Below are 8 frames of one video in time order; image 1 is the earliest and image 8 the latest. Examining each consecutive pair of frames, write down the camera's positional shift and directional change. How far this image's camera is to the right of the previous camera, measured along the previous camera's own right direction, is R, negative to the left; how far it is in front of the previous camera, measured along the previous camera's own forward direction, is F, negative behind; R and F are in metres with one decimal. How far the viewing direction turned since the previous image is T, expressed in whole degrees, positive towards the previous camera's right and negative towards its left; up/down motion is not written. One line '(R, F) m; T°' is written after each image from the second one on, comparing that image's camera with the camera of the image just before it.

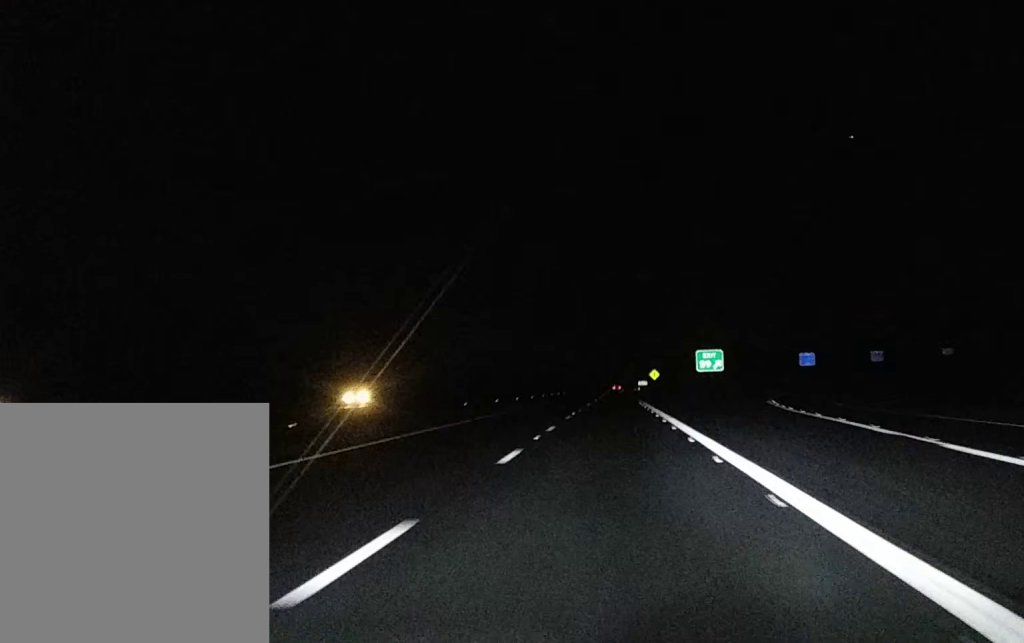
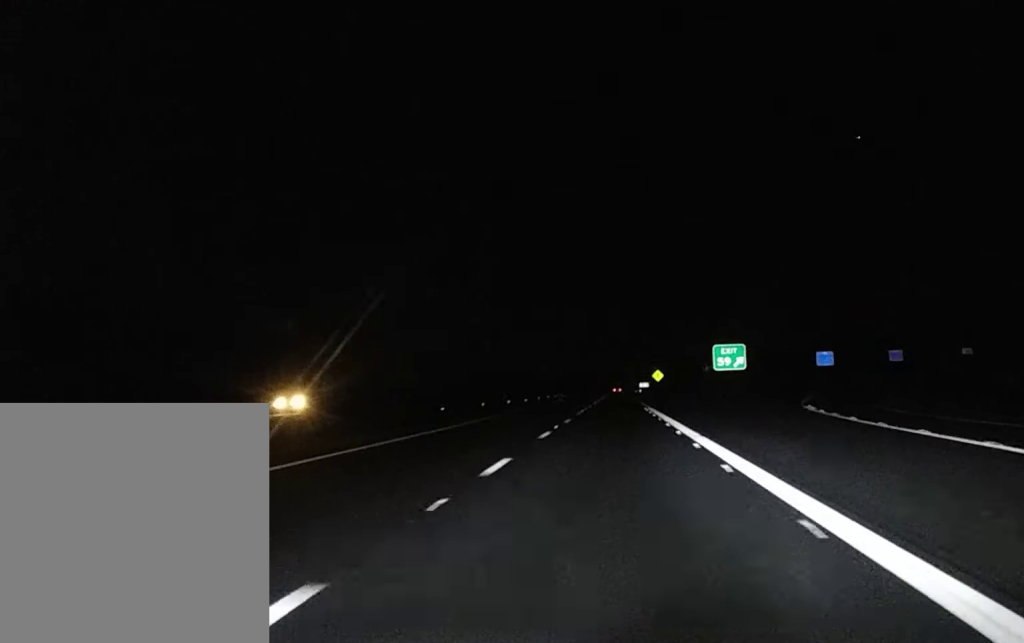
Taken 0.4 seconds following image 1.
(0.0, +14.8) m; 0°
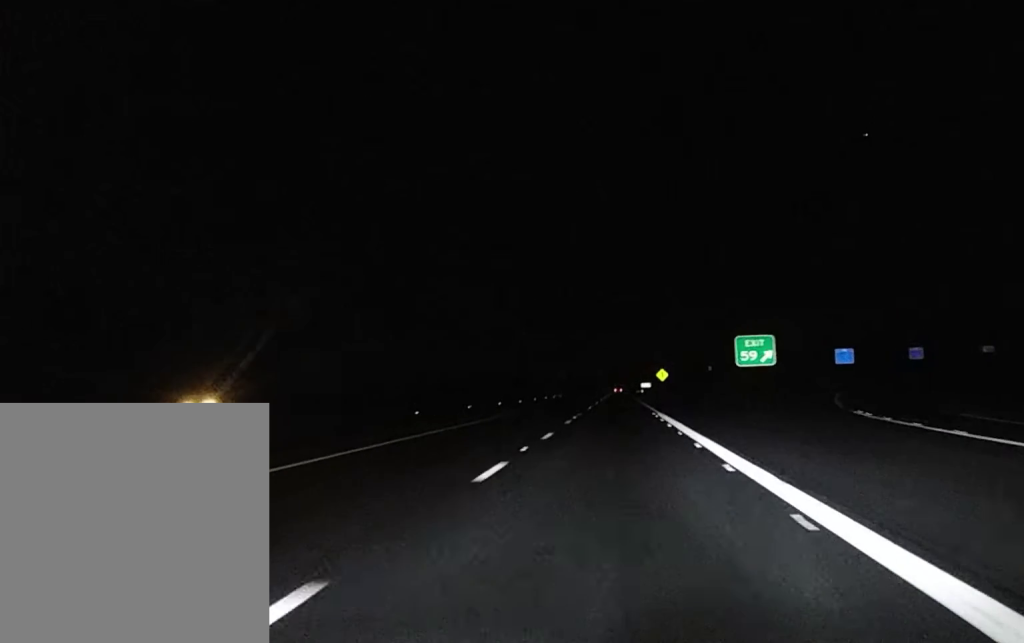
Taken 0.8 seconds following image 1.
(-0.1, +14.0) m; 0°
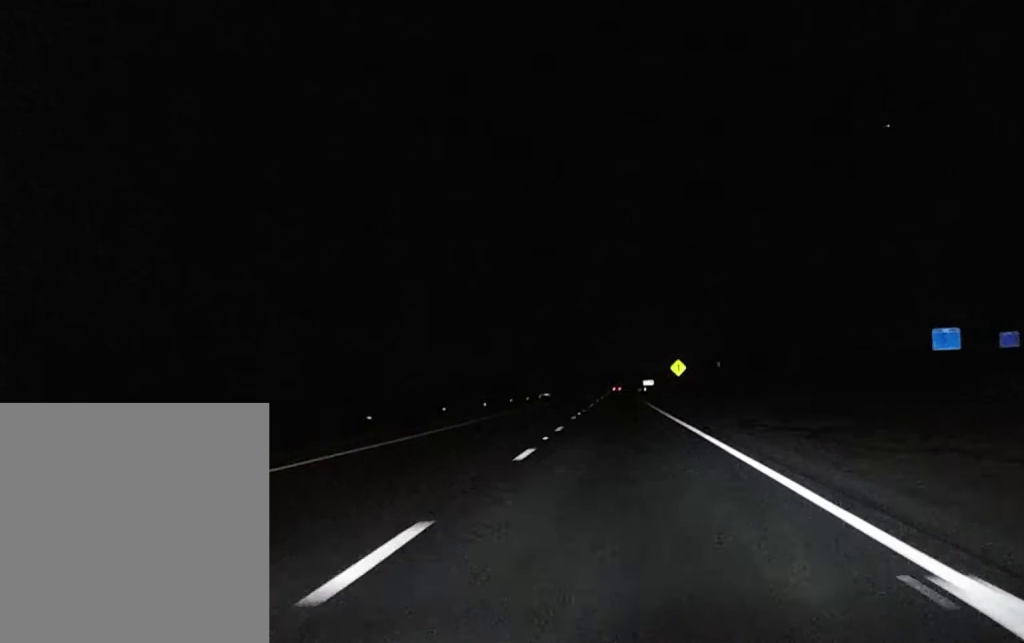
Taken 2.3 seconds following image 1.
(-0.2, +49.8) m; 0°
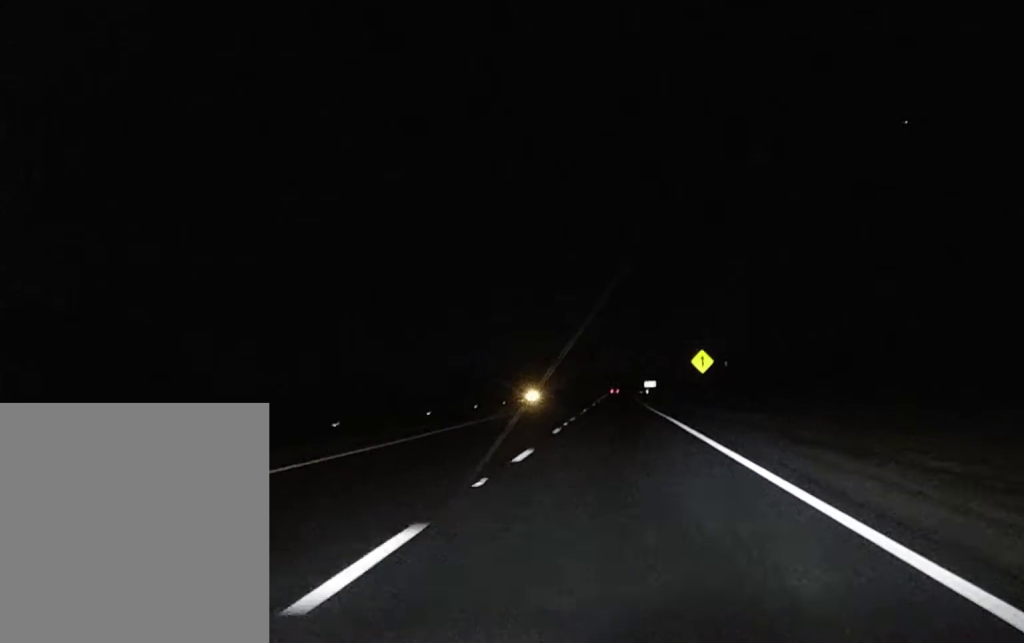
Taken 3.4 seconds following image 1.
(+0.2, +32.3) m; 0°
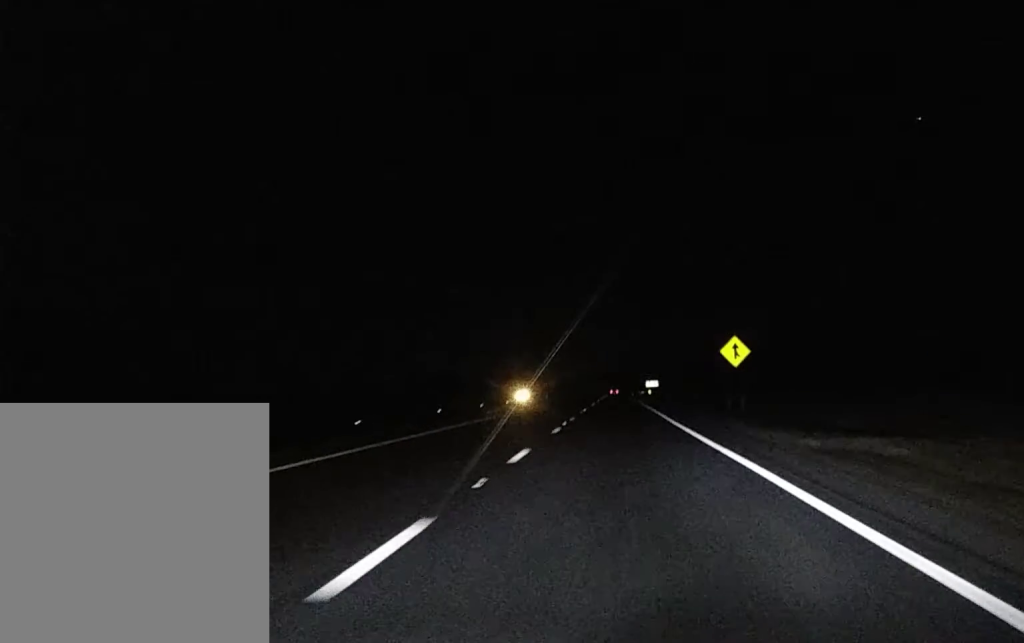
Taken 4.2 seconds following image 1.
(0.0, +23.3) m; 0°
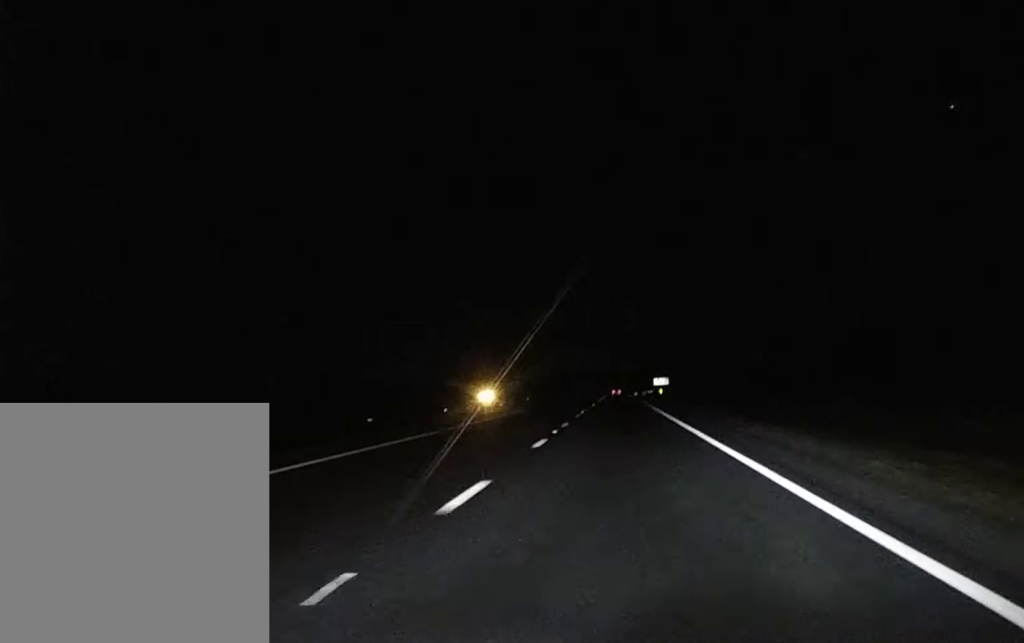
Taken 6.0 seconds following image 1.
(0.0, +63.3) m; 0°
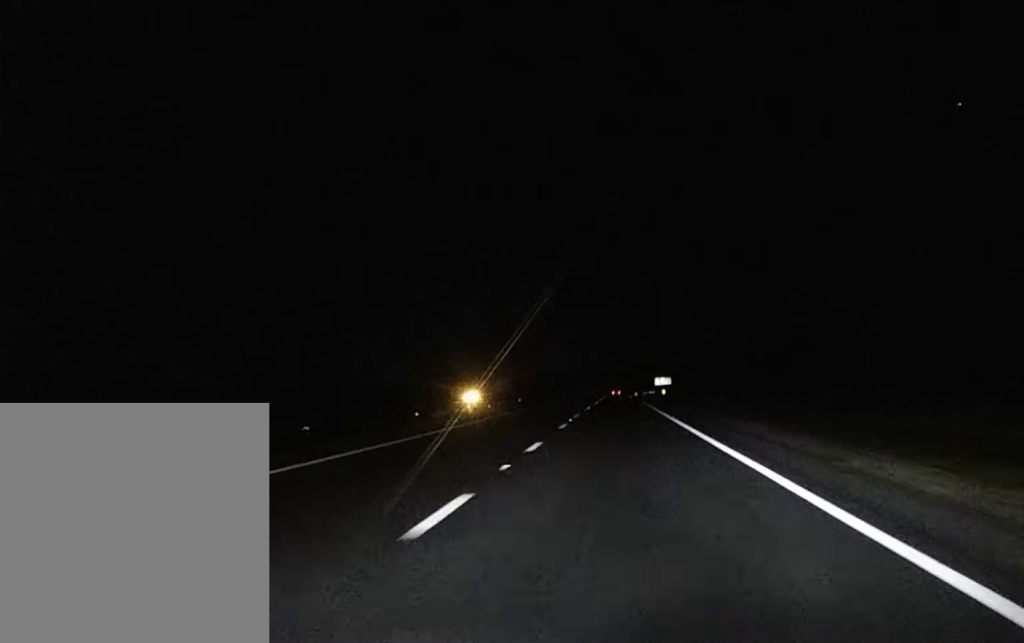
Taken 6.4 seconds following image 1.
(0.0, +15.4) m; 0°
